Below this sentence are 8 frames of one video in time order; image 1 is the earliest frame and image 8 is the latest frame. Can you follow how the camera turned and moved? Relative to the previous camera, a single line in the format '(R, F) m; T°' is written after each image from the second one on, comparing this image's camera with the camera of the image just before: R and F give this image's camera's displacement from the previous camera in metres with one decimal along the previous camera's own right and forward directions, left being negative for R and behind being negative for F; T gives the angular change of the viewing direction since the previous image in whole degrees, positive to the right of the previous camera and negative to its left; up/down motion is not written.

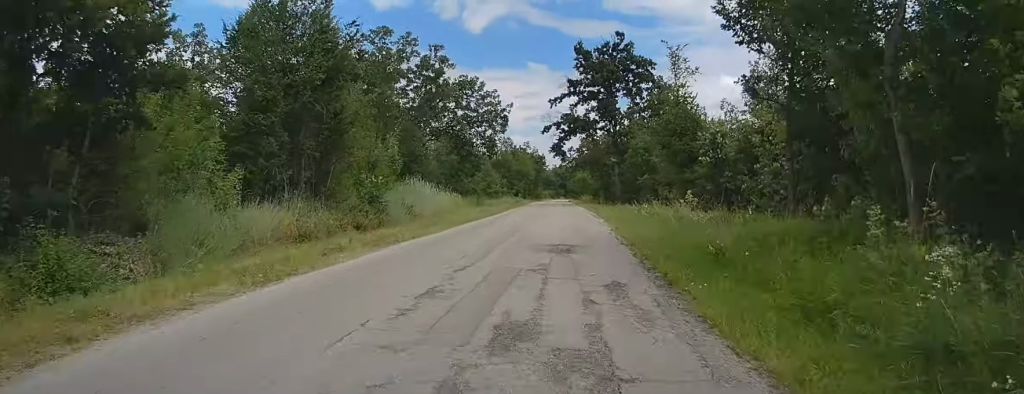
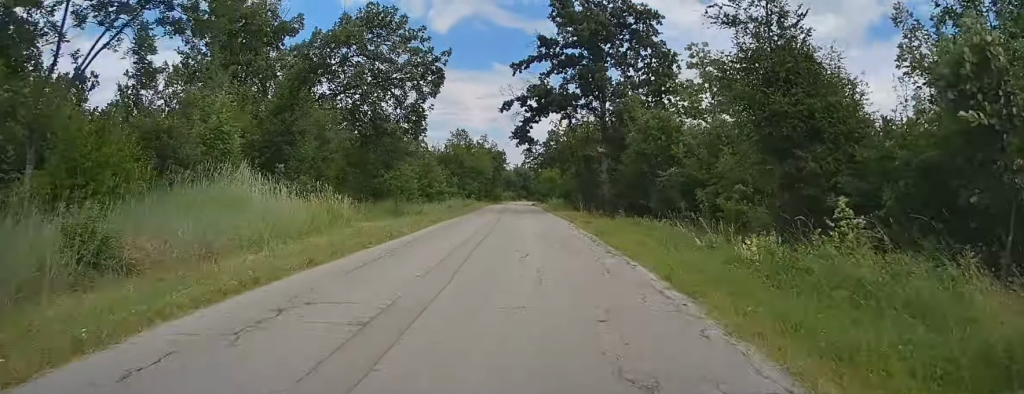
(+0.7, +18.5) m; +3°
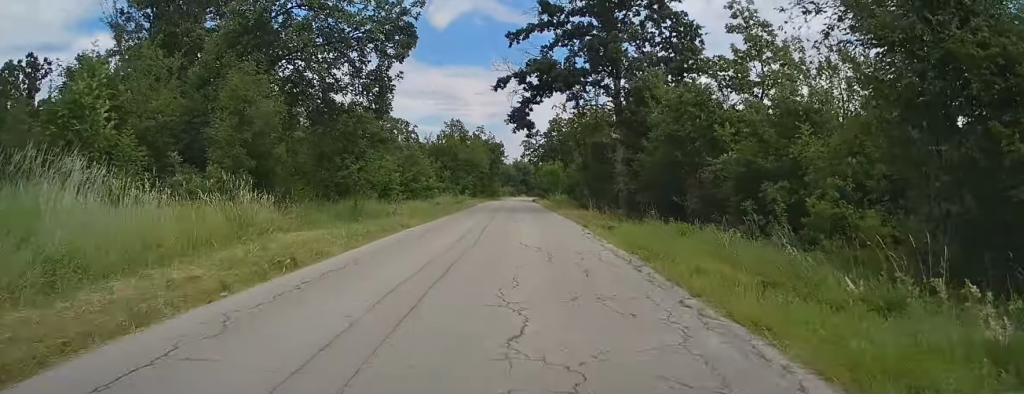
(+0.2, +7.5) m; 0°
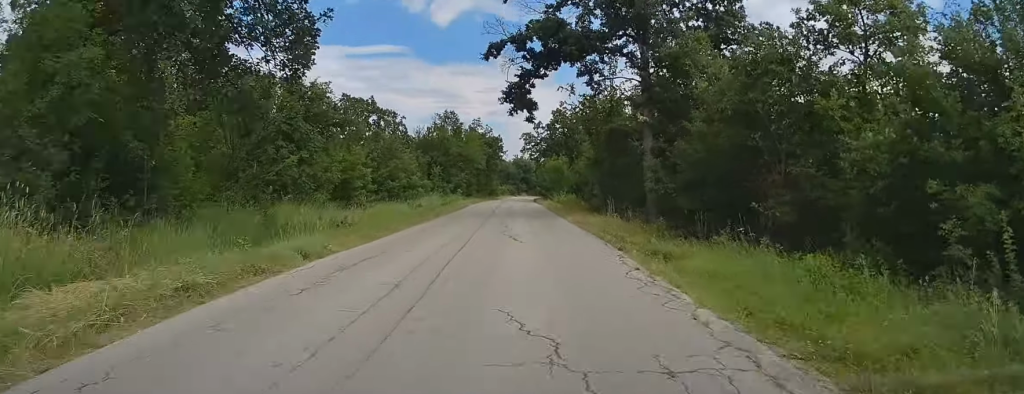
(+0.2, +8.7) m; 0°
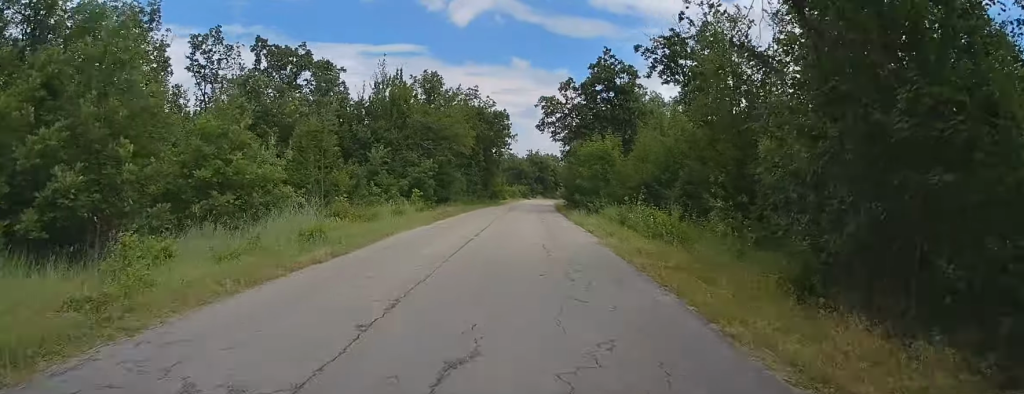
(-0.5, +31.1) m; -1°
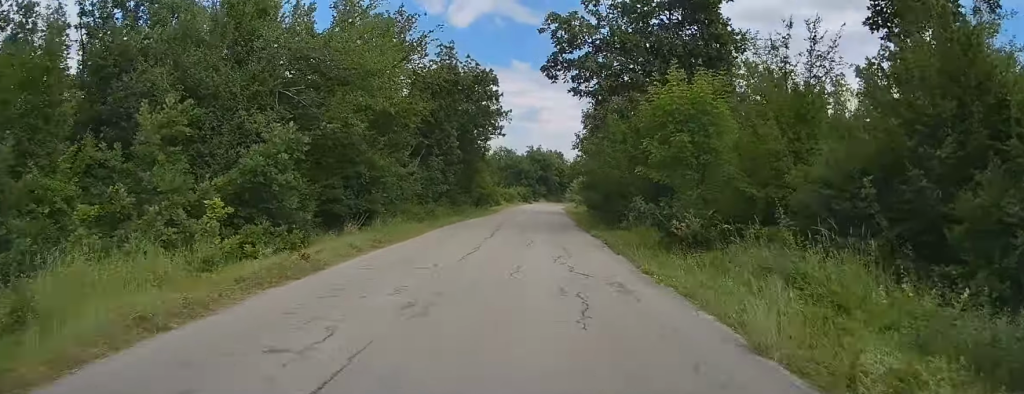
(-0.1, +21.2) m; 0°
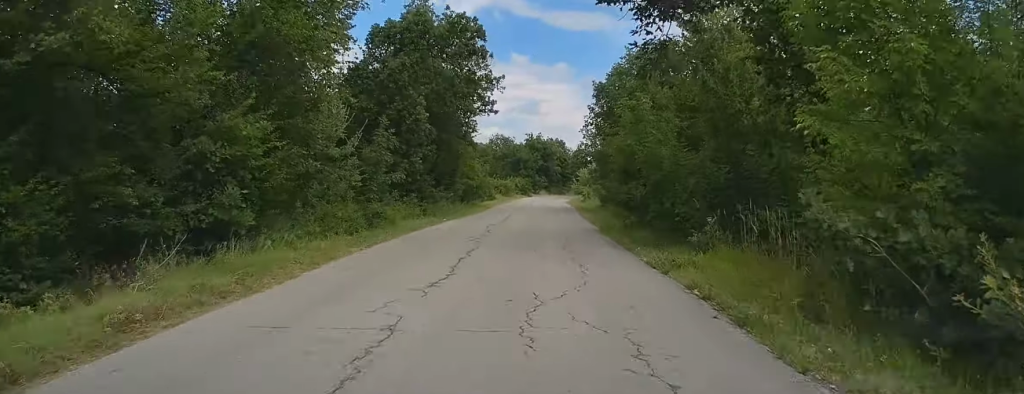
(0.0, +10.7) m; 0°
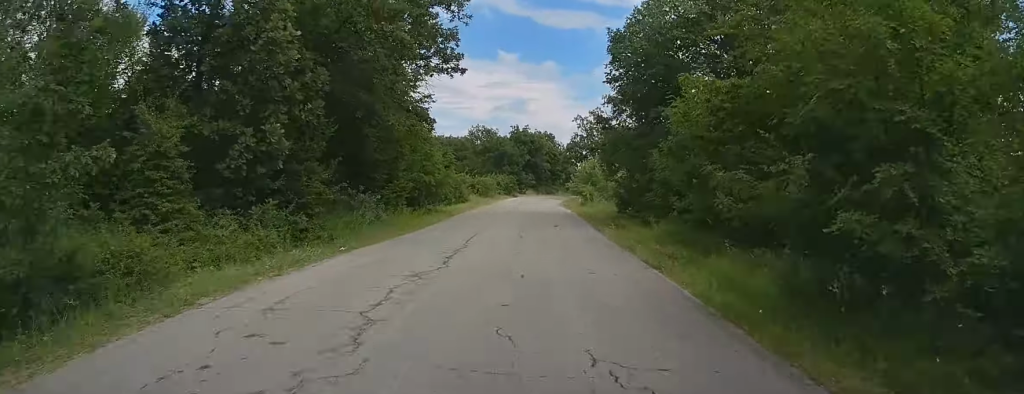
(0.0, +14.0) m; 0°
